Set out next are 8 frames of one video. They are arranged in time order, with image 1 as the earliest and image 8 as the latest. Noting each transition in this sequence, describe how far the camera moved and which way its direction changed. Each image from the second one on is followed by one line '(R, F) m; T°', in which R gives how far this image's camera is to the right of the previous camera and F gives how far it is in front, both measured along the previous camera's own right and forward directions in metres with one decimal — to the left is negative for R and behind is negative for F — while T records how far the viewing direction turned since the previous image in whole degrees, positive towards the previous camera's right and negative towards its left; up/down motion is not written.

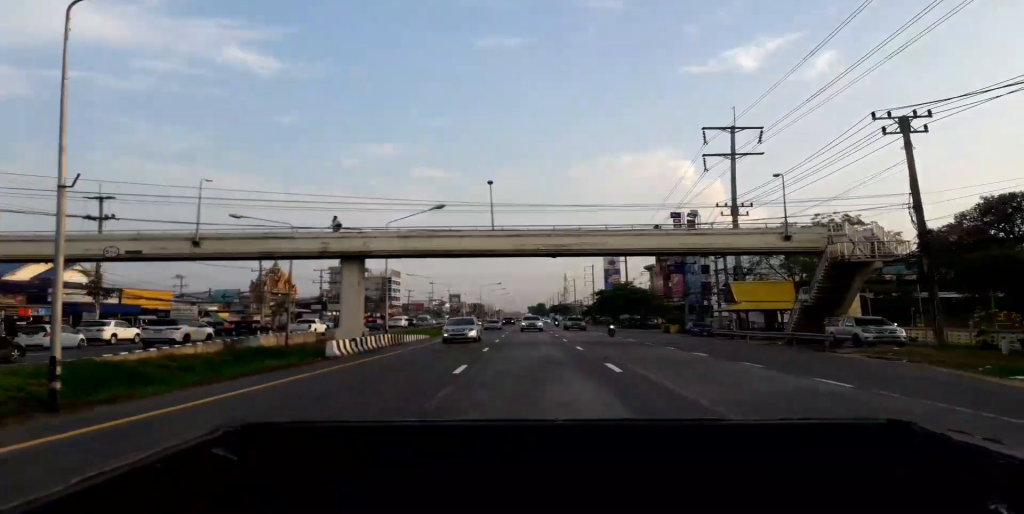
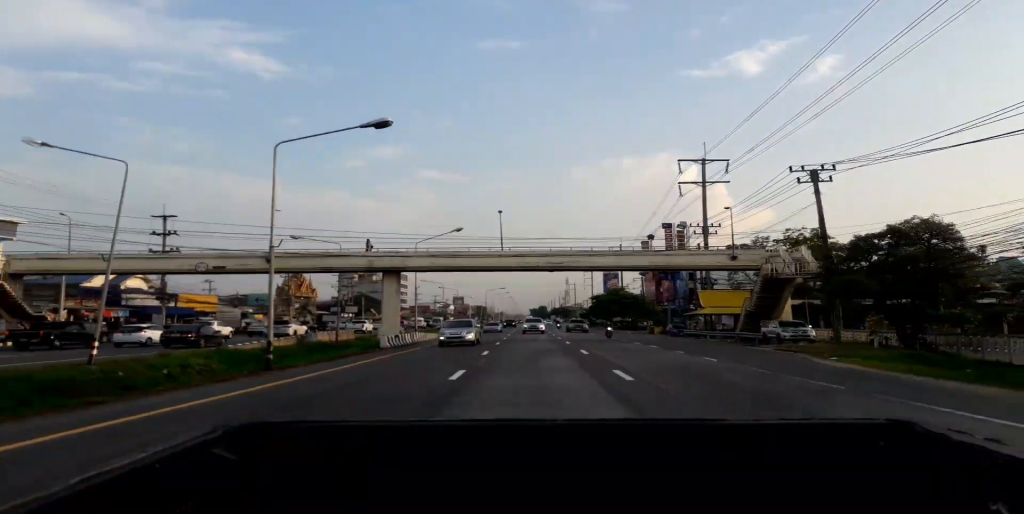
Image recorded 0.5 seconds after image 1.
(-0.2, +10.7) m; -1°
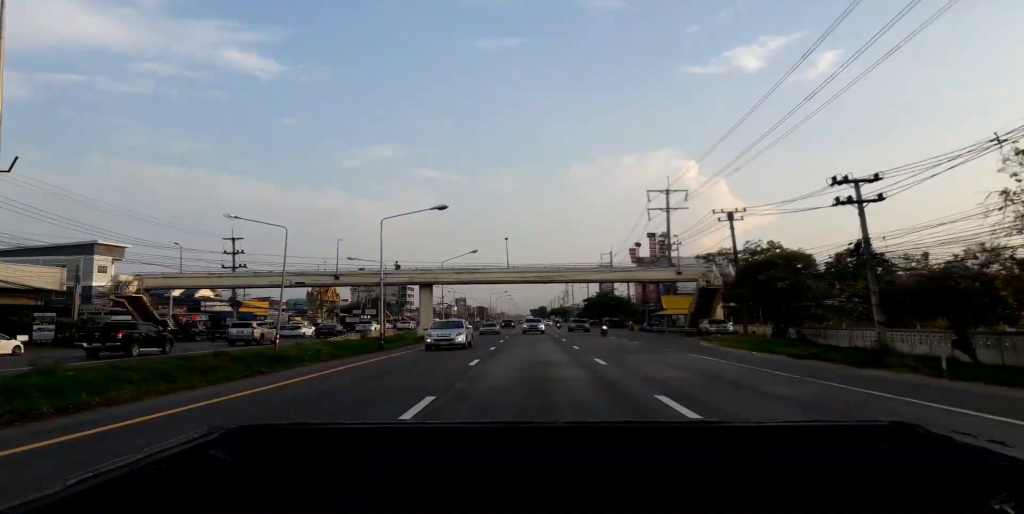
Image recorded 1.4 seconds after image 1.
(0.0, +17.6) m; +1°
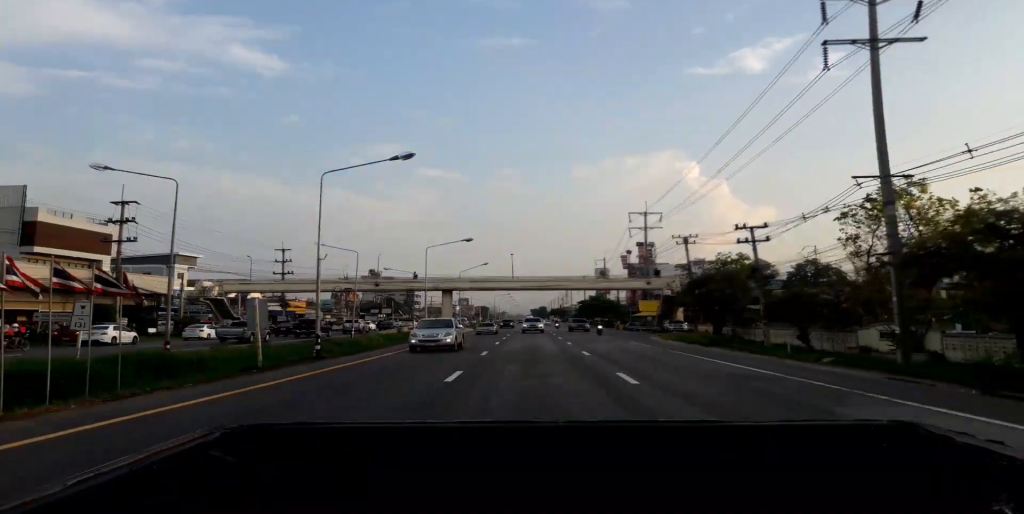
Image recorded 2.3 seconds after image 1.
(+0.3, +18.2) m; 0°
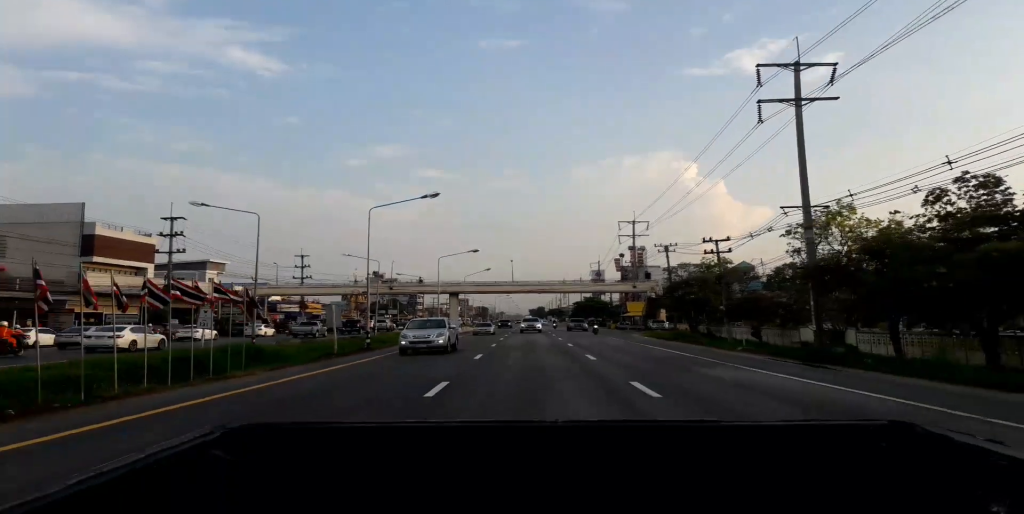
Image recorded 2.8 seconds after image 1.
(+0.1, +9.4) m; 0°
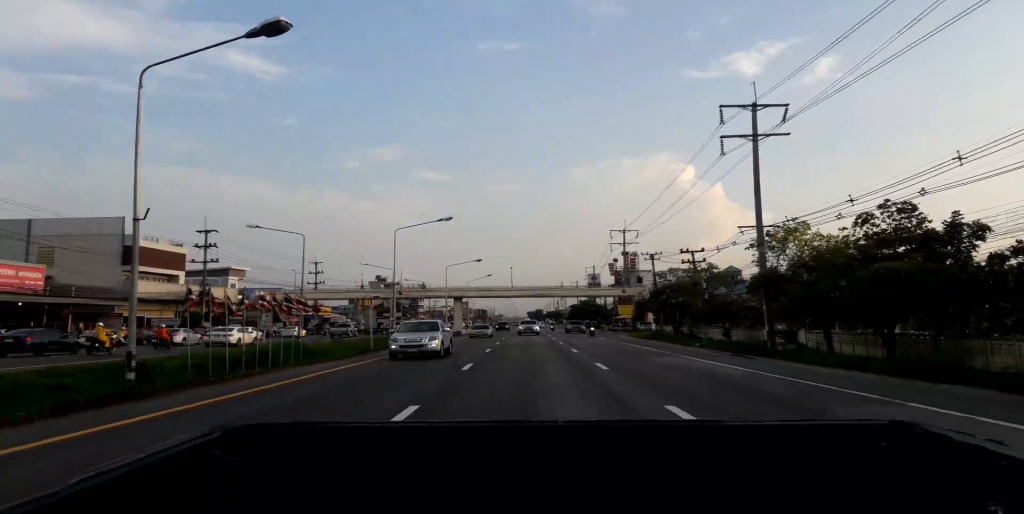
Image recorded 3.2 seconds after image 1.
(-0.2, +8.0) m; 0°
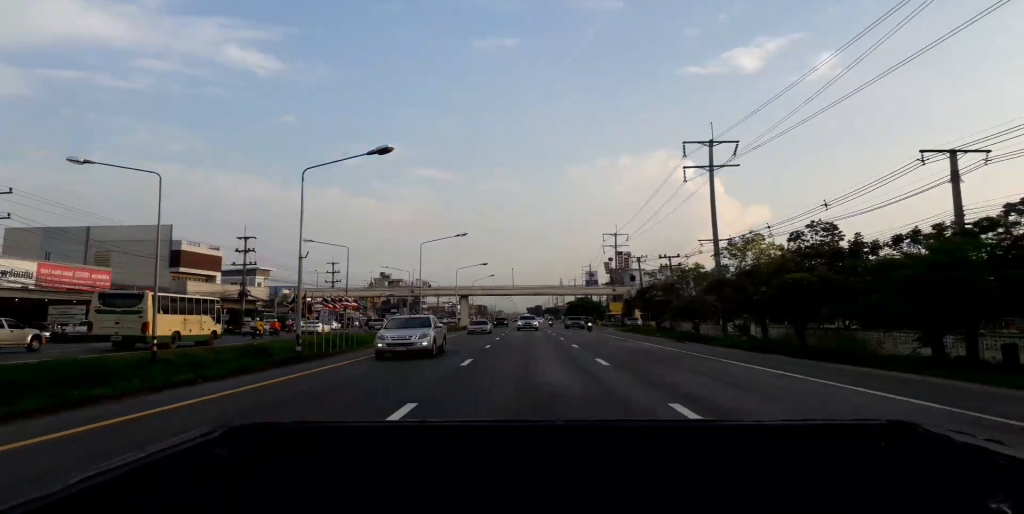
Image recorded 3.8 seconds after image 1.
(-0.2, +12.0) m; 0°
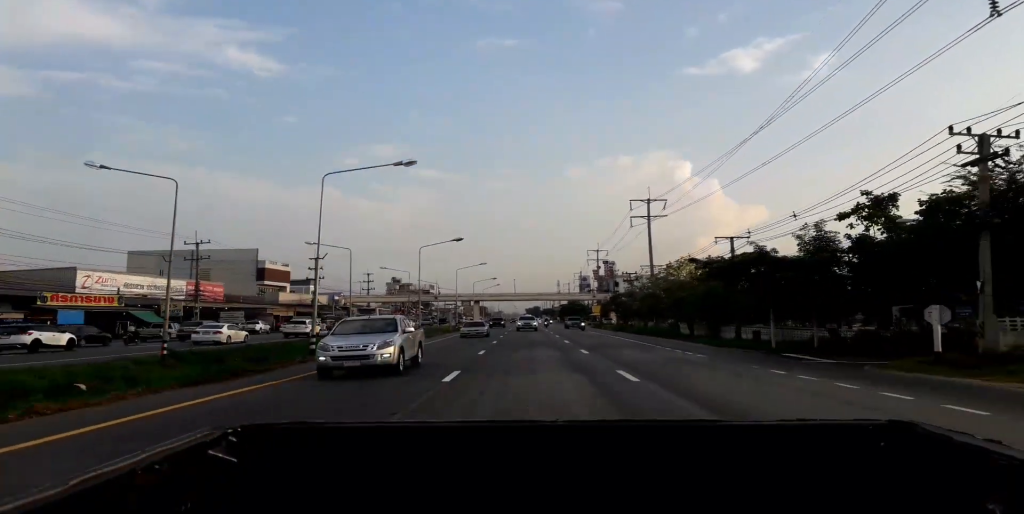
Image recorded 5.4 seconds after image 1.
(+0.8, +31.1) m; +1°
